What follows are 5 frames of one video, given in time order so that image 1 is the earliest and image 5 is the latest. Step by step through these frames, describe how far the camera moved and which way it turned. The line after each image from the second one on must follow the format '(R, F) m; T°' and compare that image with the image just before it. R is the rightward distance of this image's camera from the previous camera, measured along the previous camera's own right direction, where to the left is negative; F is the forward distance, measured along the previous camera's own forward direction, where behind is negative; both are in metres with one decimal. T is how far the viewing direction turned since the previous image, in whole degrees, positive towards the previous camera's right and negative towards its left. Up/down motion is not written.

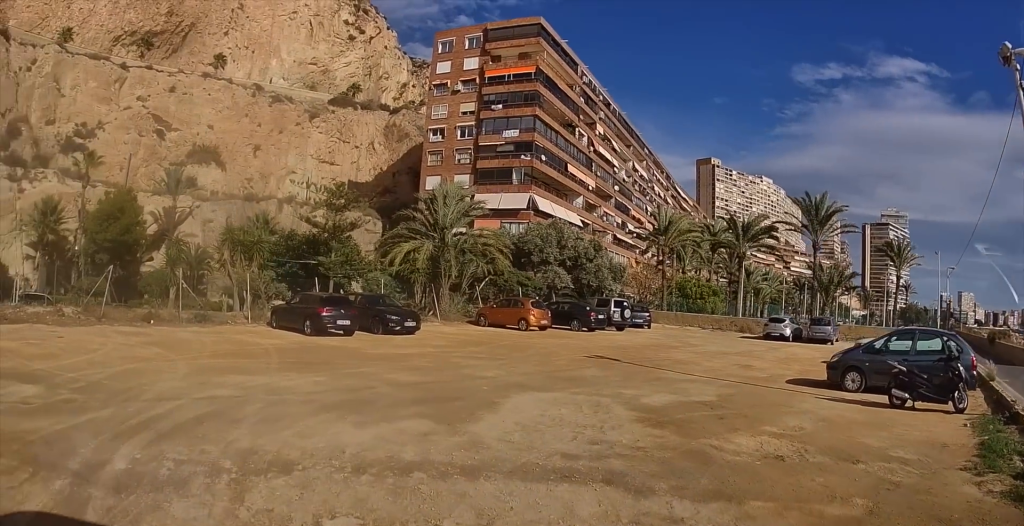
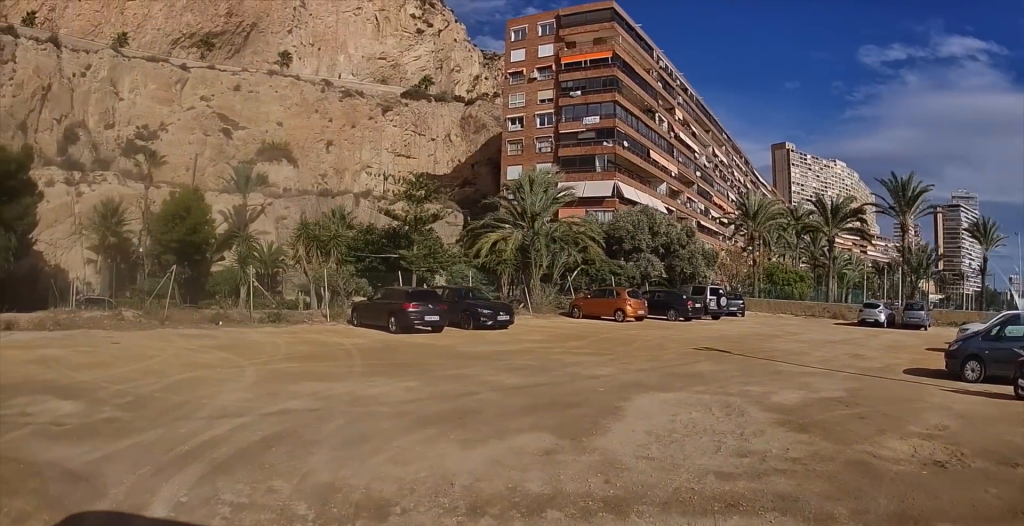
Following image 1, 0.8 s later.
(-0.2, +1.4) m; -9°
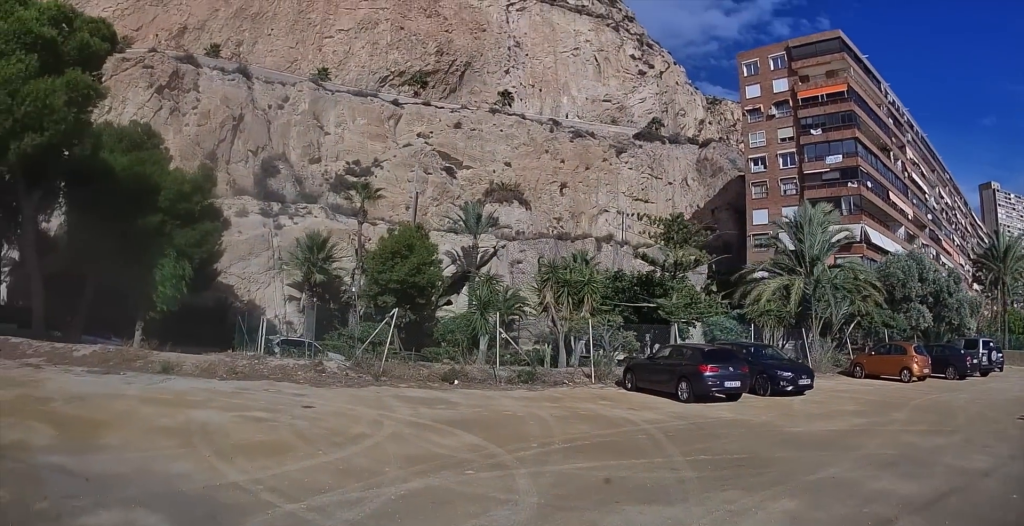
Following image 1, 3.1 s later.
(-1.2, +4.0) m; -35°
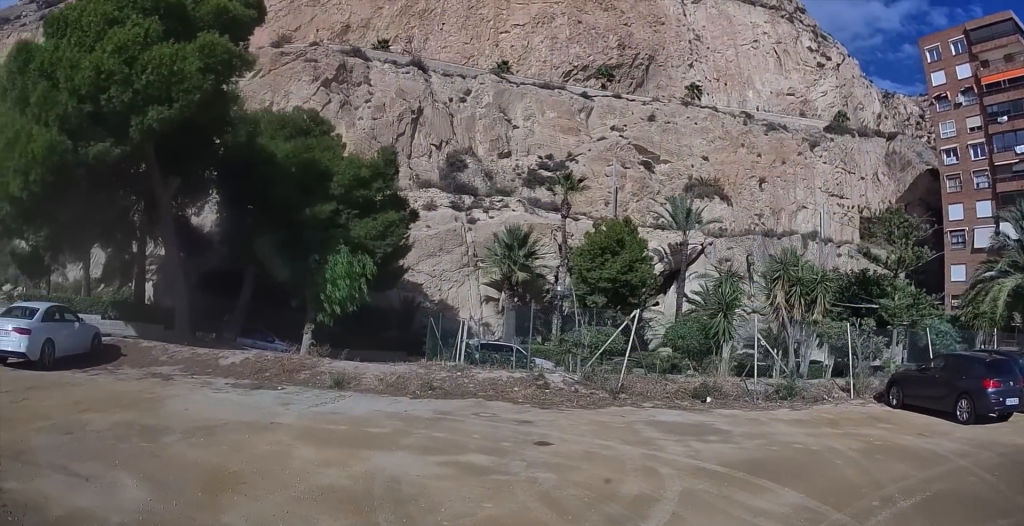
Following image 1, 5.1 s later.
(0.0, +3.7) m; -1°
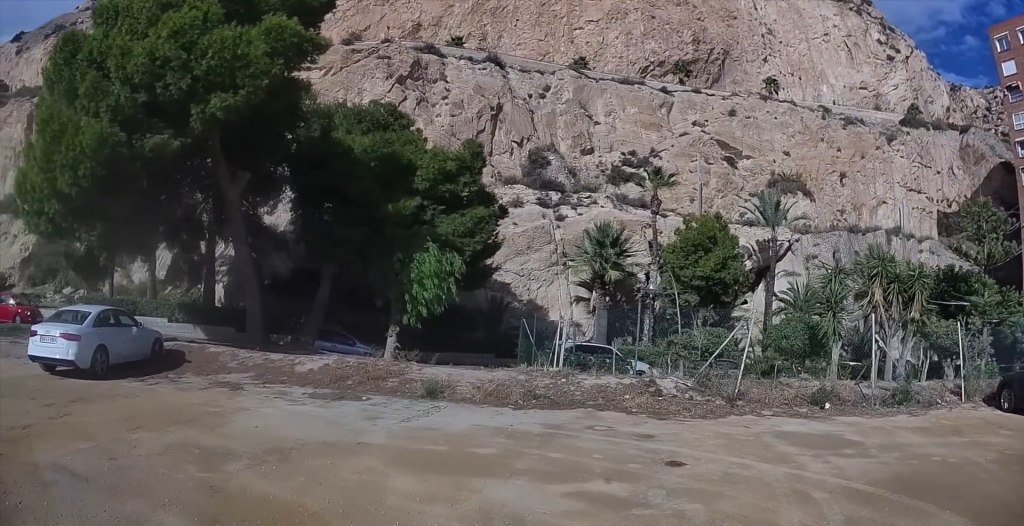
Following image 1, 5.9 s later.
(-0.1, +1.5) m; -3°
